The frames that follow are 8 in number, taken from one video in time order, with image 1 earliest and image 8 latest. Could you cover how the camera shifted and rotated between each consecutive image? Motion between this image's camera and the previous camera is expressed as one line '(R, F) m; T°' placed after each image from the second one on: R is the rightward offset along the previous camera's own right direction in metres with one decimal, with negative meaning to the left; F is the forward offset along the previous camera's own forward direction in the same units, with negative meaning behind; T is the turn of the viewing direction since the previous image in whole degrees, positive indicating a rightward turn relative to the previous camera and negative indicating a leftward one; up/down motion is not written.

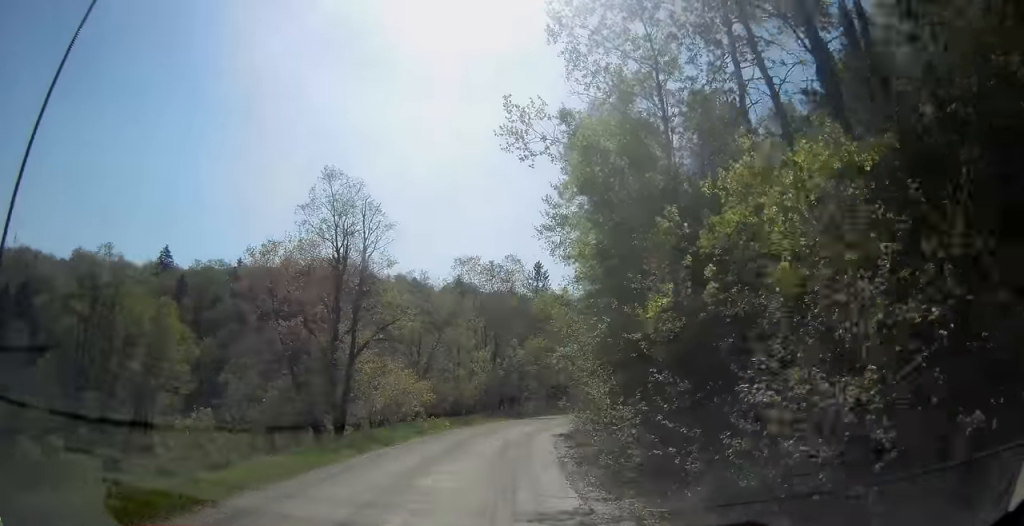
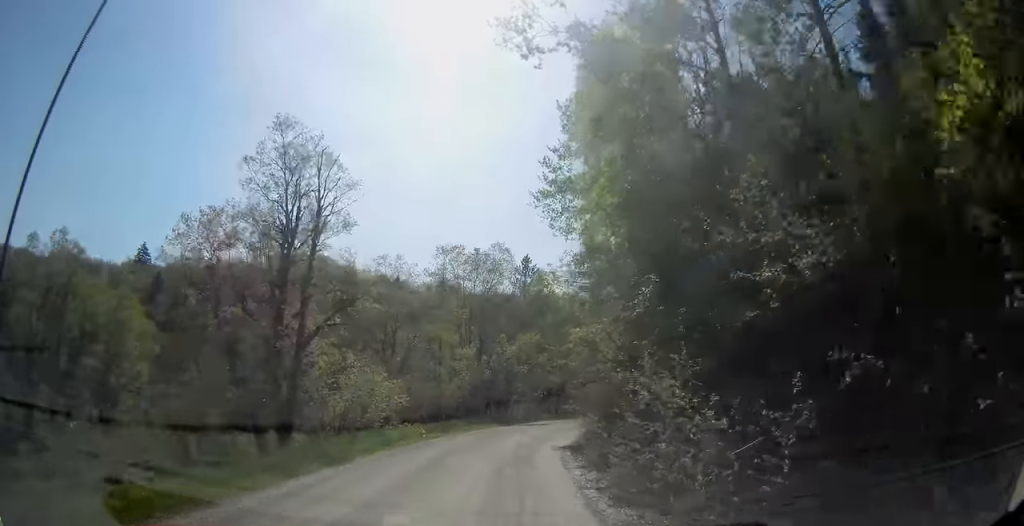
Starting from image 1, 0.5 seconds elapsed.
(+0.2, +6.1) m; +3°
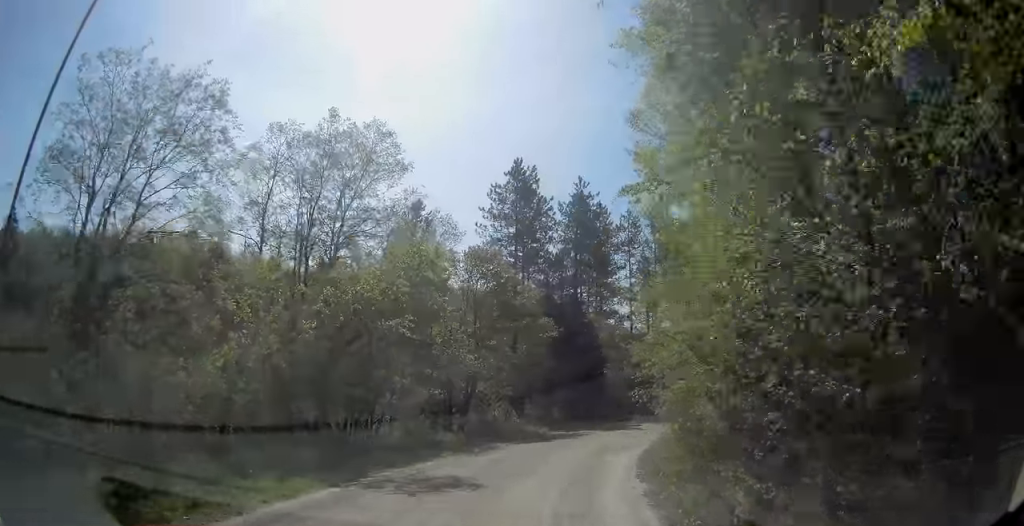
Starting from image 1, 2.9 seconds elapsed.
(+2.3, +25.8) m; +11°
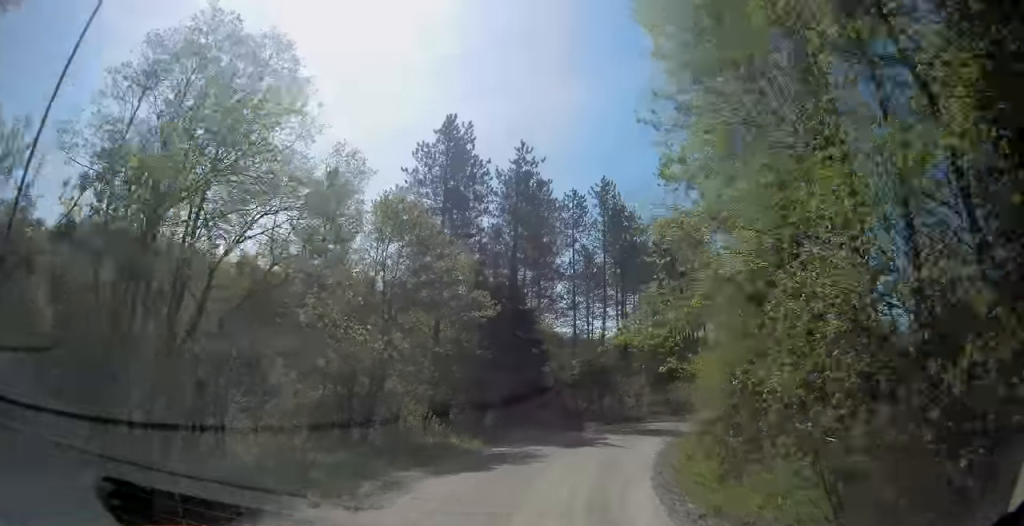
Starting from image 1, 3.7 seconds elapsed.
(+0.3, +8.7) m; +8°
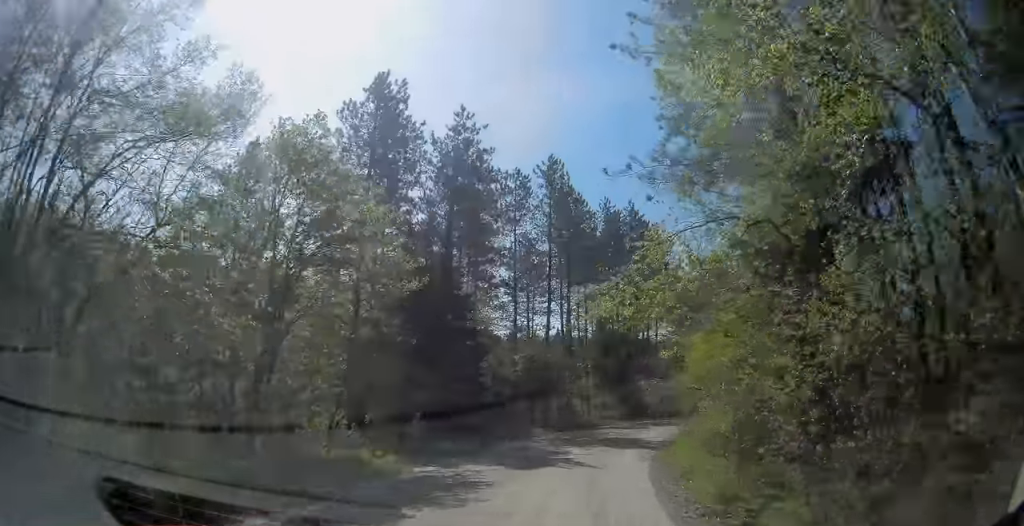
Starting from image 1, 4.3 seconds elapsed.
(+0.3, +6.1) m; +8°
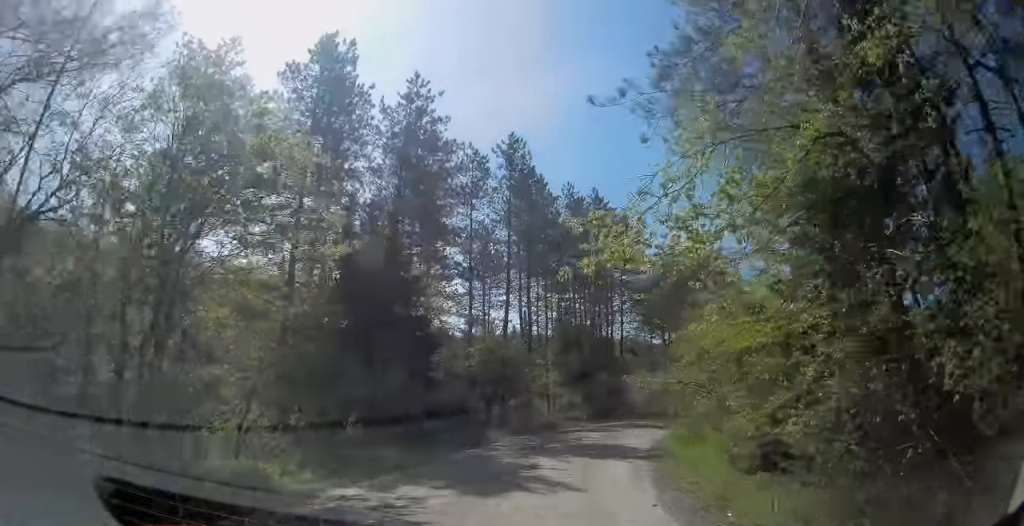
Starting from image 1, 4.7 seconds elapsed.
(+0.4, +4.5) m; +4°
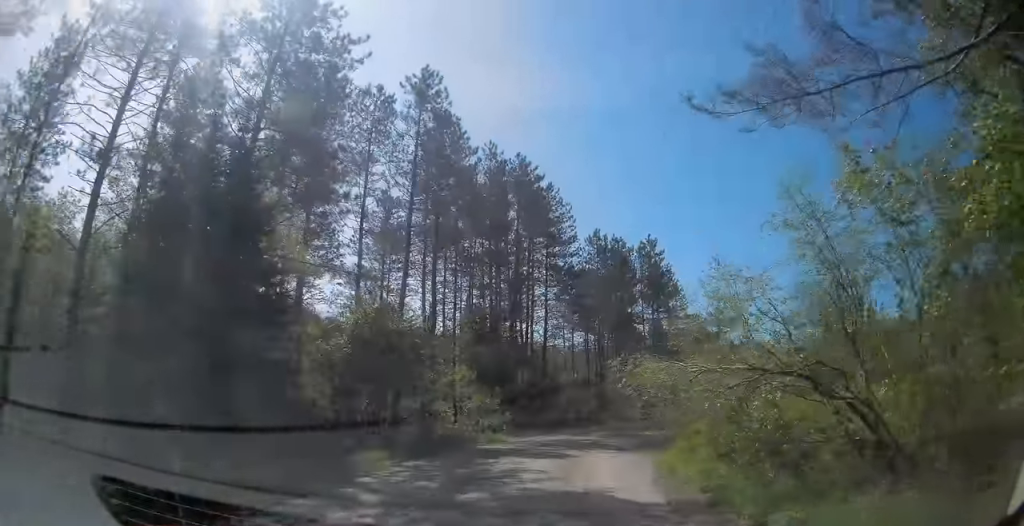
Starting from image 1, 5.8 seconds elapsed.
(+1.0, +11.0) m; +11°
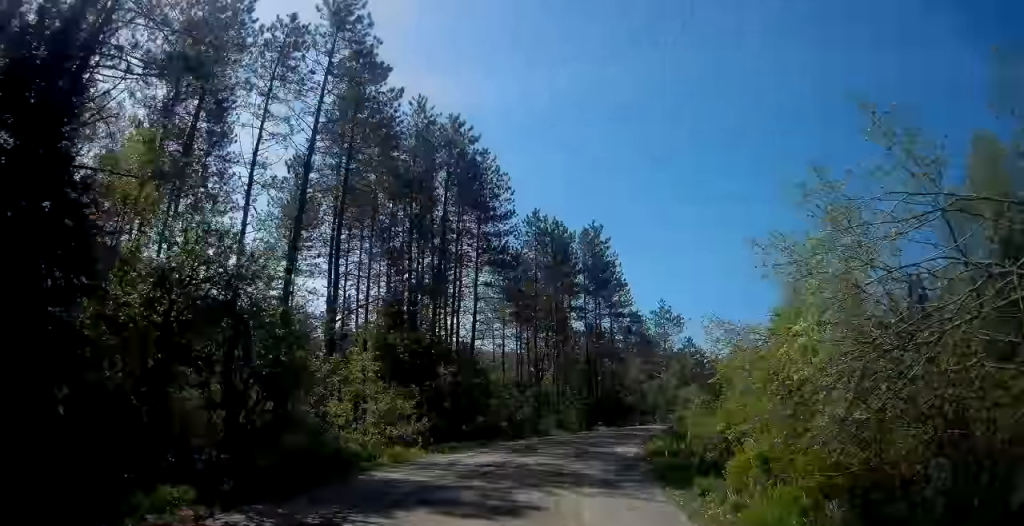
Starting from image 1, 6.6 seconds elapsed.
(+0.6, +8.7) m; +8°
